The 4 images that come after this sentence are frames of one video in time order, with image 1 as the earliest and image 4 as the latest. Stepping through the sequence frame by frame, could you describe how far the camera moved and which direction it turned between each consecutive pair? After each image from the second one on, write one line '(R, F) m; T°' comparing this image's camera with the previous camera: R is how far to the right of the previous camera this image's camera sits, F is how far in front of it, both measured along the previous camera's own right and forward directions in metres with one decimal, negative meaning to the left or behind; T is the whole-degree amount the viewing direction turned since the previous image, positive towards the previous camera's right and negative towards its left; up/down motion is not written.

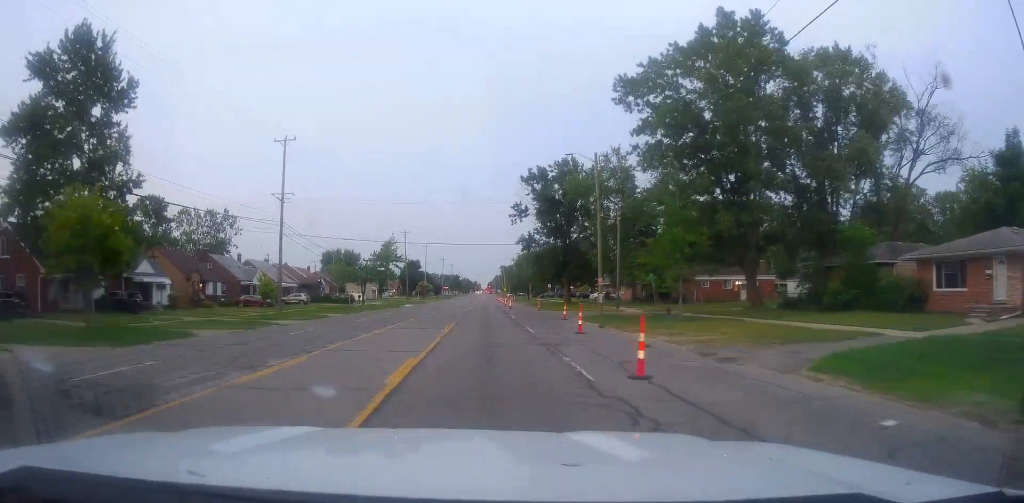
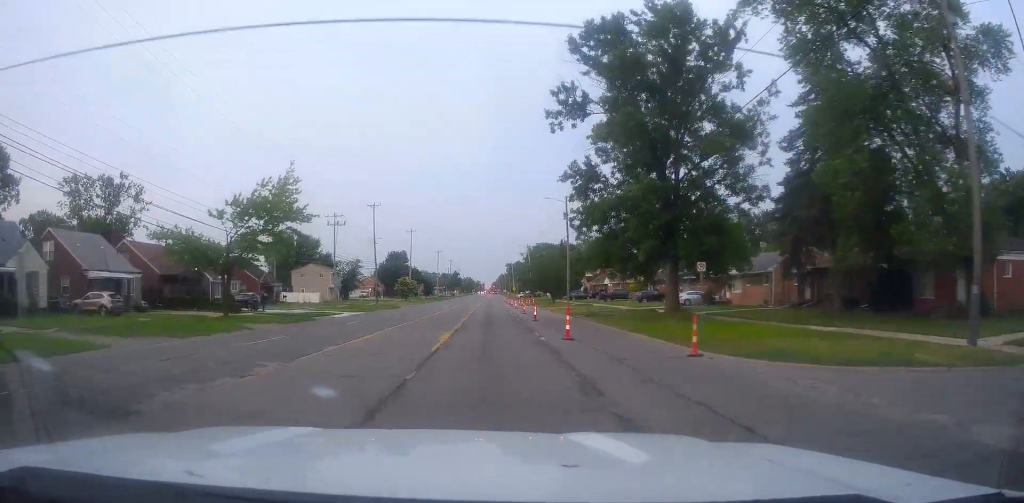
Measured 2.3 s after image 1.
(-0.3, +45.7) m; -1°
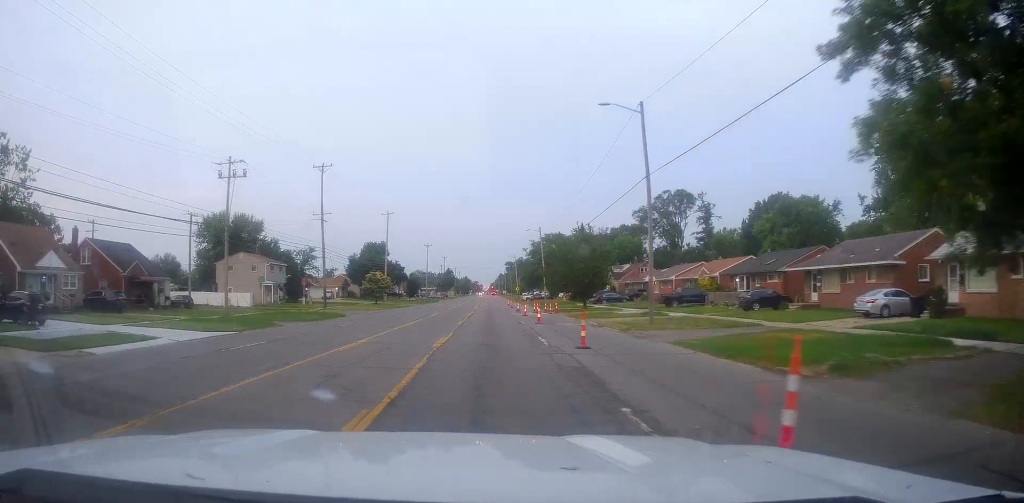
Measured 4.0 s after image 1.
(-0.2, +32.7) m; +1°
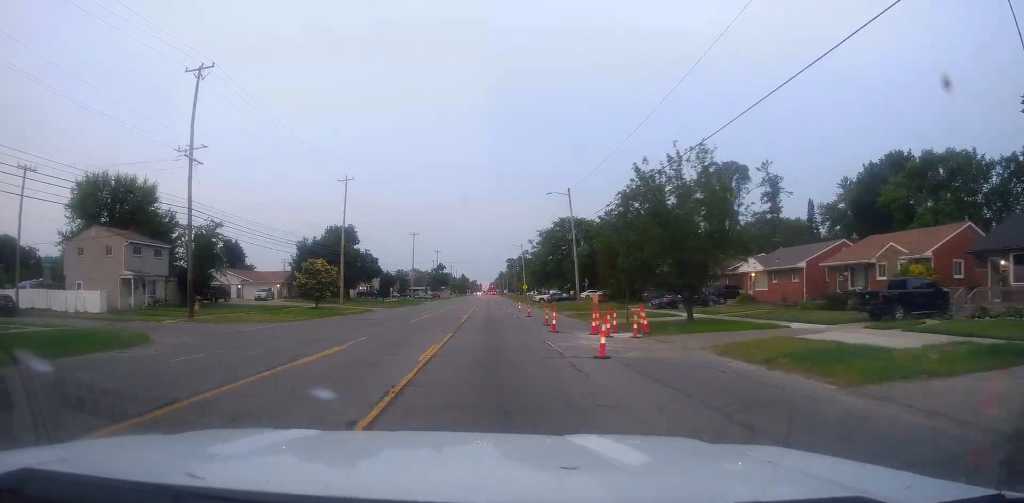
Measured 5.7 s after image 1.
(+0.3, +33.4) m; +1°
